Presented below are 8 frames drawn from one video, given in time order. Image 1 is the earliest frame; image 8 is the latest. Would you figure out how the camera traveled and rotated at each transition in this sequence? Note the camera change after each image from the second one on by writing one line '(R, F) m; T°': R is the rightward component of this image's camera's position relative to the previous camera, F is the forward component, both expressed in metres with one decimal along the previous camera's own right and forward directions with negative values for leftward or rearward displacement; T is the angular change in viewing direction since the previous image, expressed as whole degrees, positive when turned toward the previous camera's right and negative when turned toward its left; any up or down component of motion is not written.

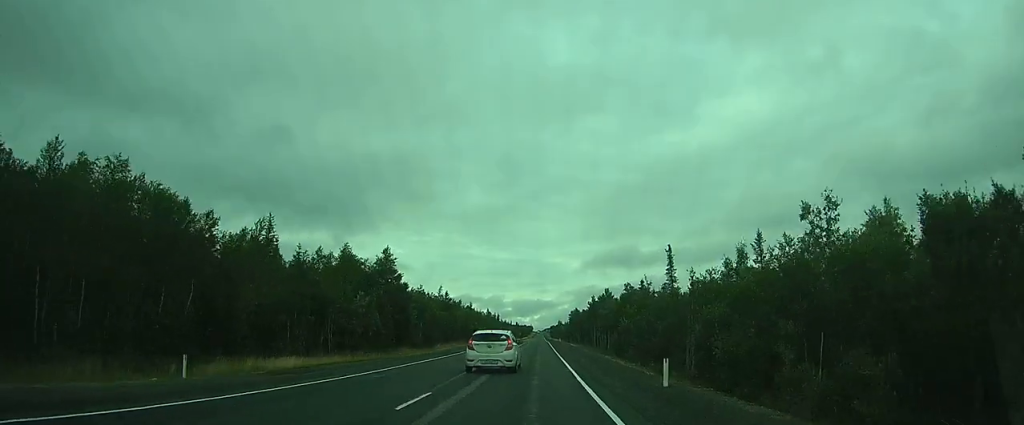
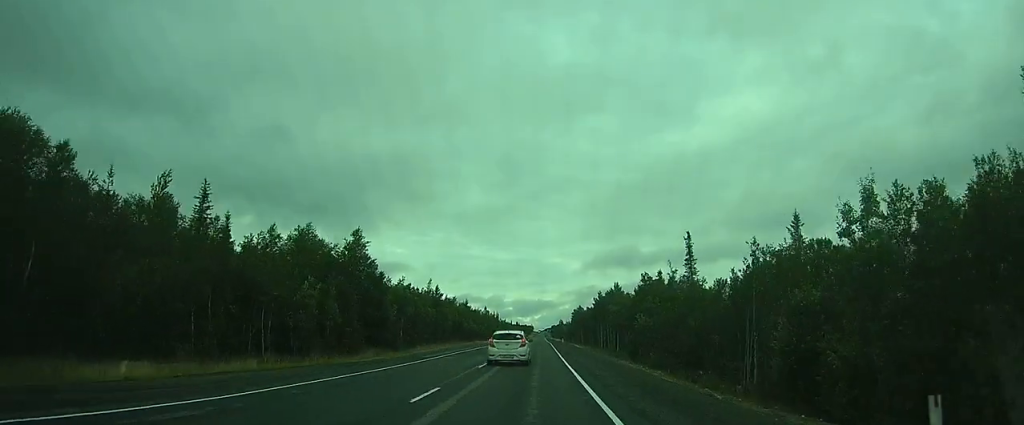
(0.0, +9.9) m; 0°
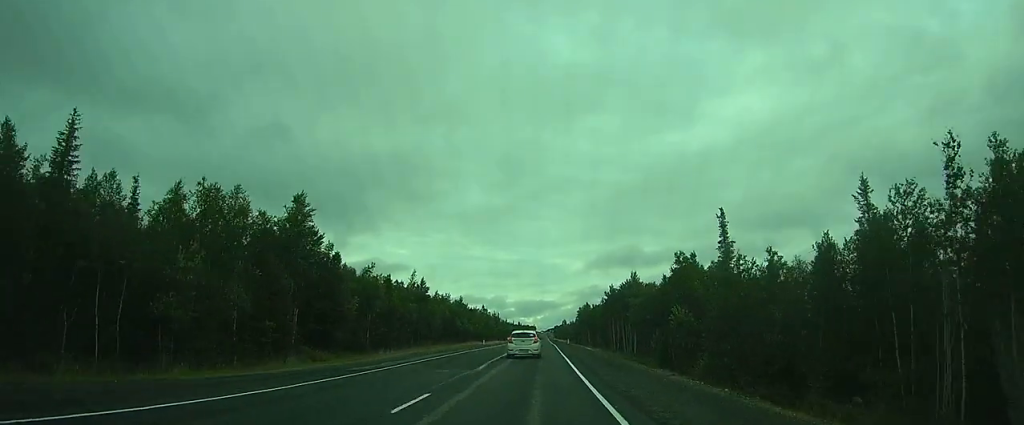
(0.0, +12.6) m; 0°
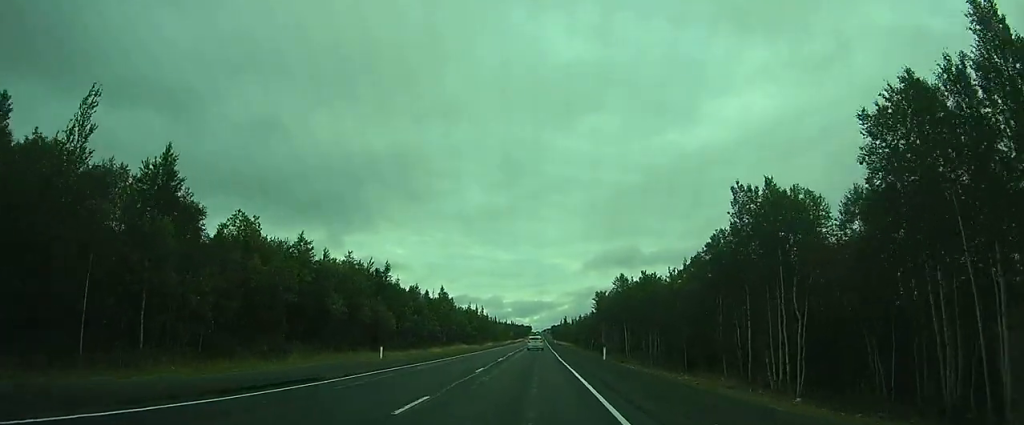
(-1.0, +56.1) m; -2°
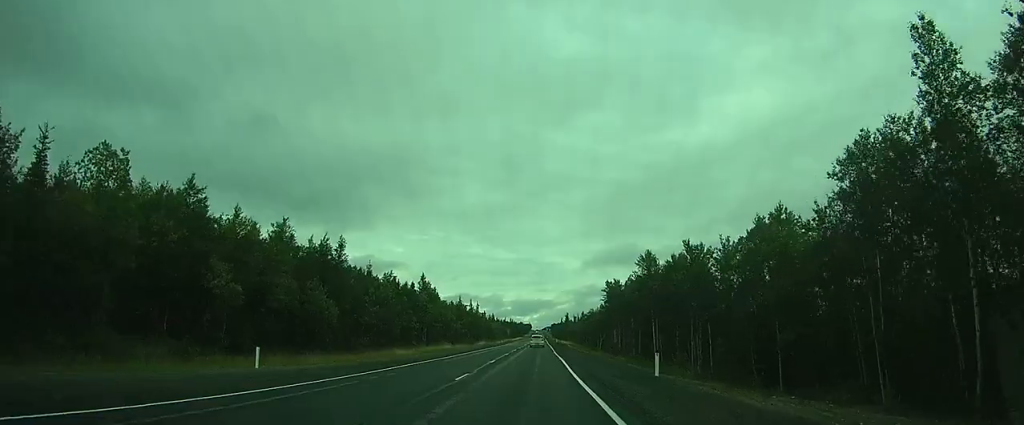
(+0.1, +15.9) m; 0°
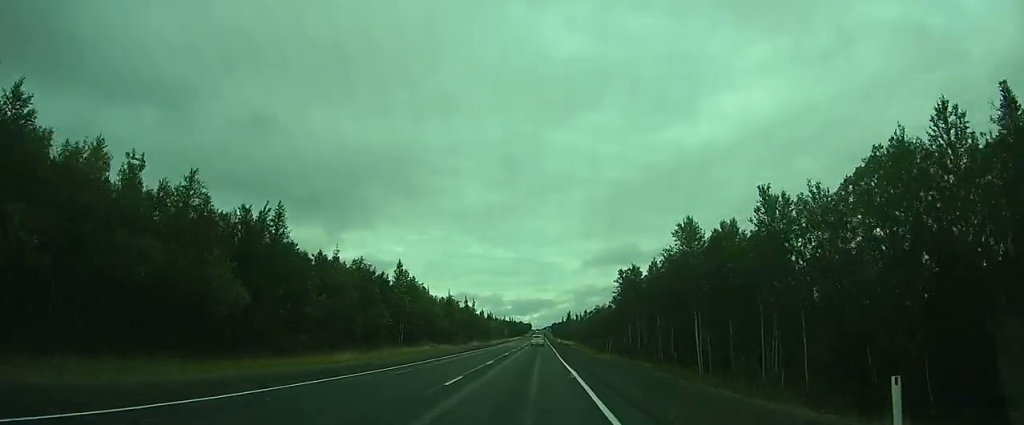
(0.0, +13.3) m; 0°
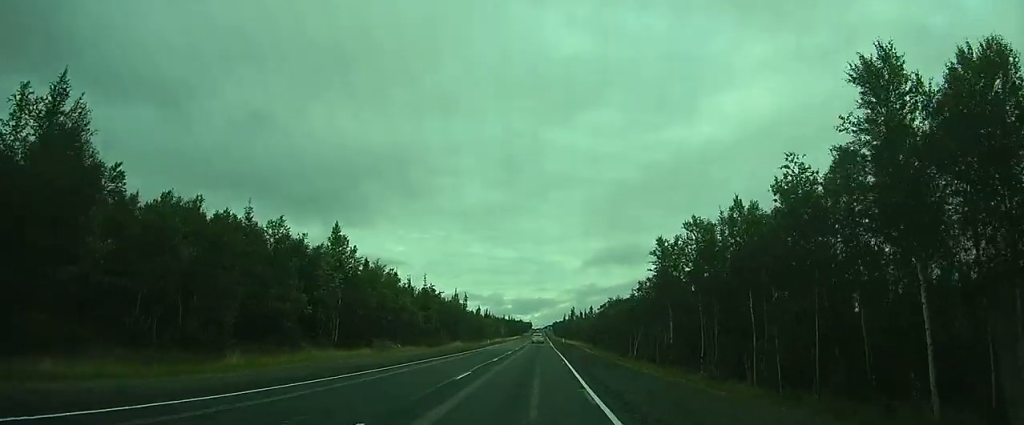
(-0.2, +21.7) m; -1°
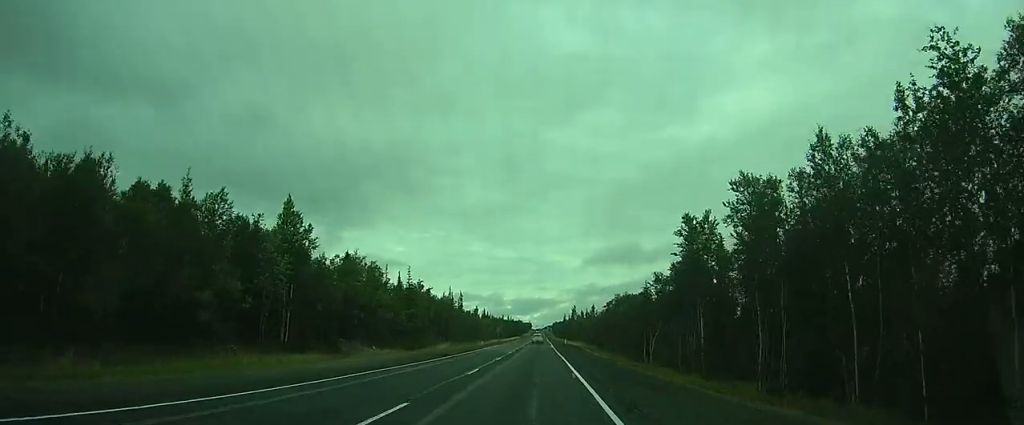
(-0.1, +9.1) m; 0°
